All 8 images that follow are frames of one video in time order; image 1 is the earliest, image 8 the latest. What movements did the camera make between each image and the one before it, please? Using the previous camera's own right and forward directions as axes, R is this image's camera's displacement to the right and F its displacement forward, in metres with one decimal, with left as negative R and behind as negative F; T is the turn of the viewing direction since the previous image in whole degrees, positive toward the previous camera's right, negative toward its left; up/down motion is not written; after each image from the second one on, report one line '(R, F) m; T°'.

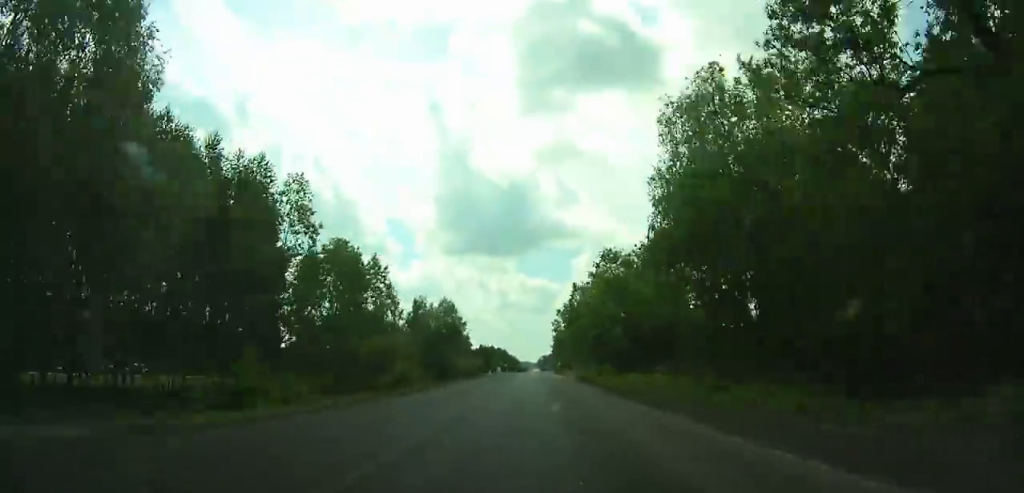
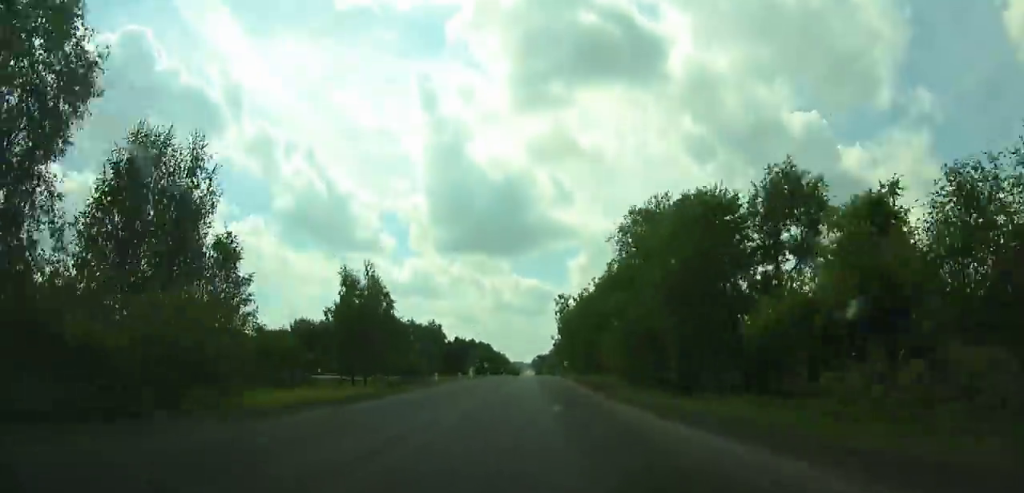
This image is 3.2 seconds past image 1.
(+0.4, +72.9) m; 0°
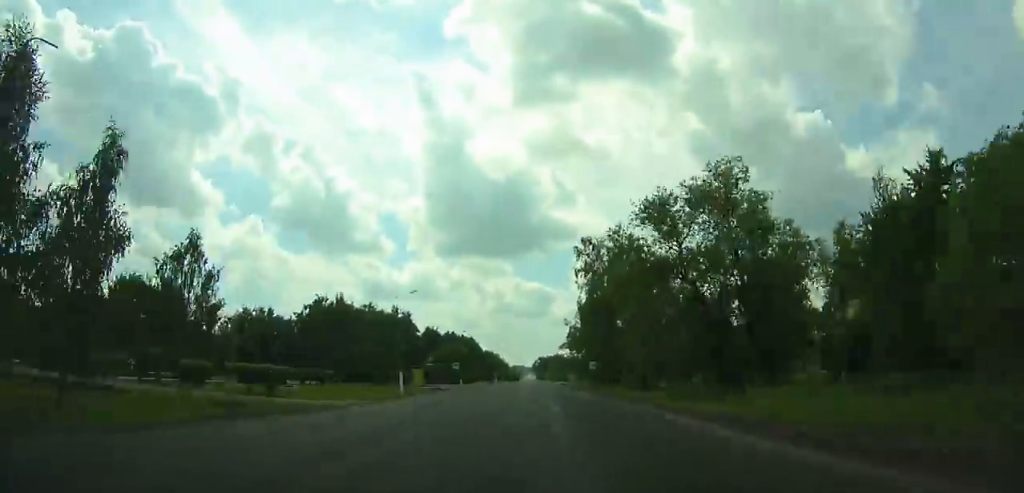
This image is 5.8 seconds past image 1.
(+0.1, +59.3) m; 0°
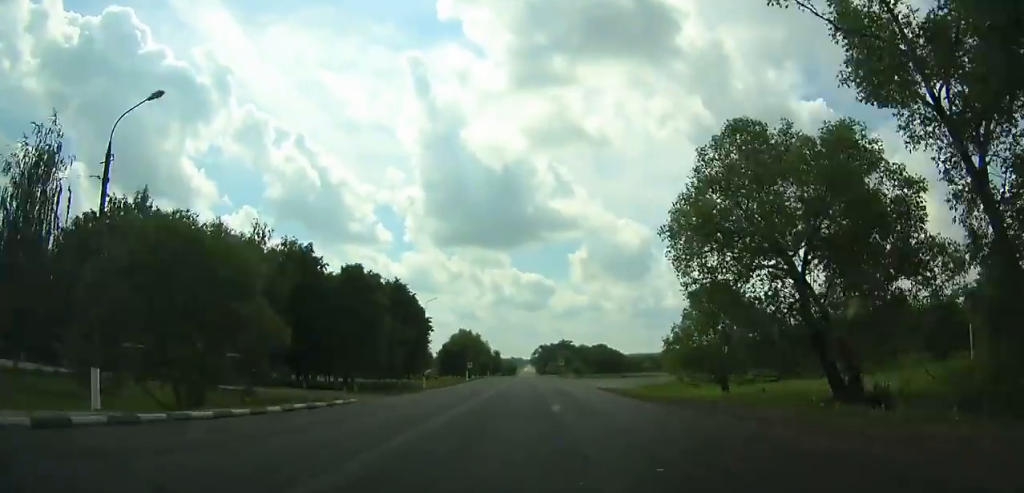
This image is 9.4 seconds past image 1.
(+0.2, +83.9) m; 0°
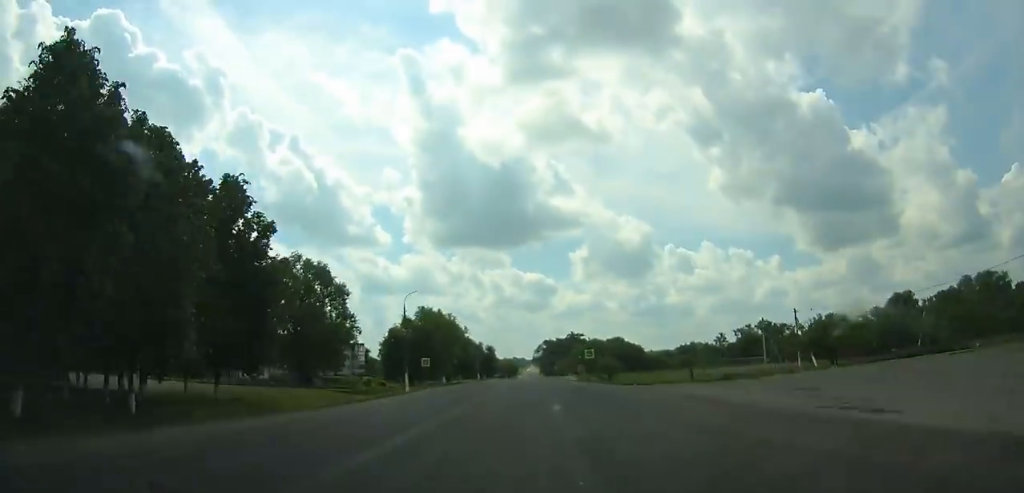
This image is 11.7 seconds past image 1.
(+0.1, +53.2) m; 0°
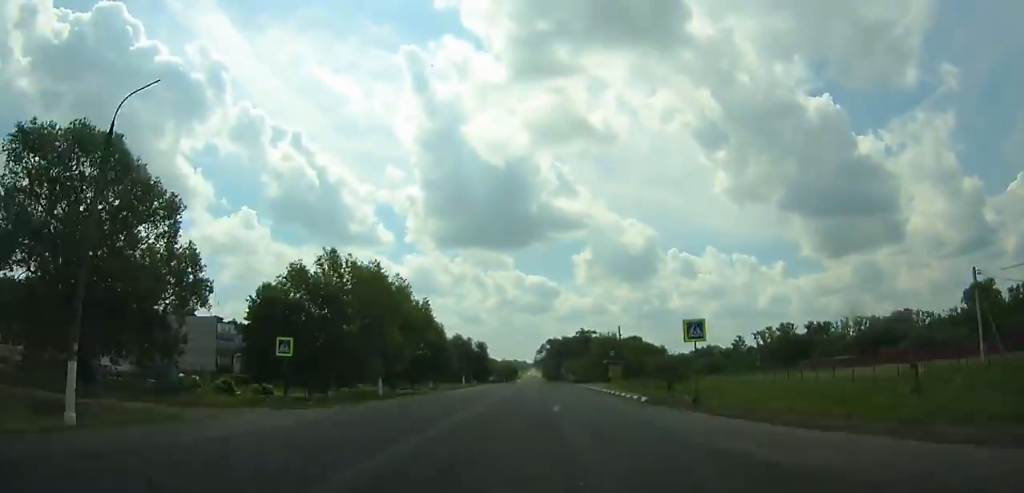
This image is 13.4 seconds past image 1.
(0.0, +39.4) m; 0°
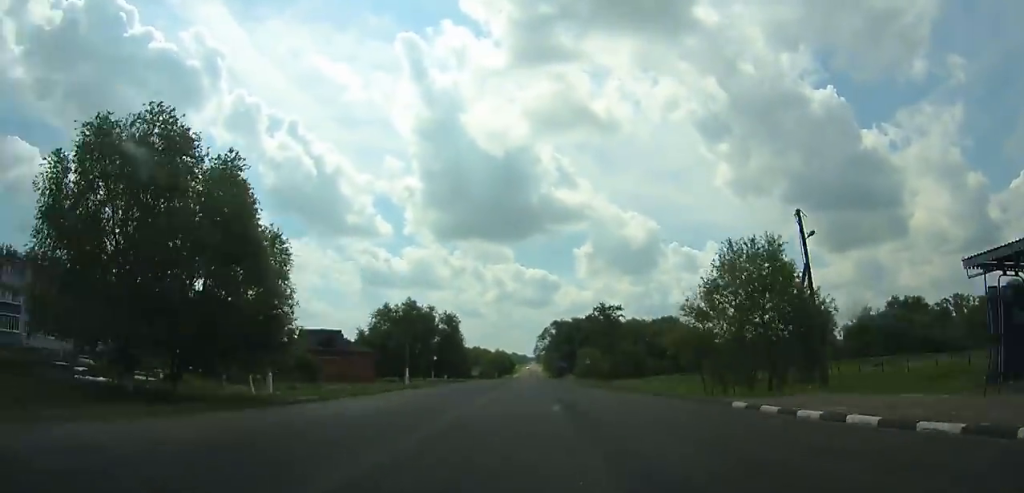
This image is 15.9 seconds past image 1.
(-0.3, +59.5) m; 0°
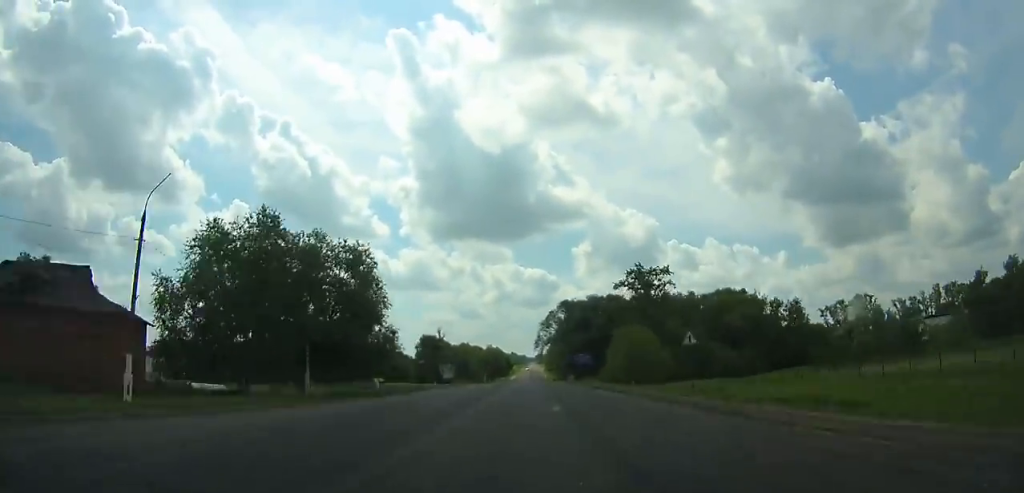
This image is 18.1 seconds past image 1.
(0.0, +54.2) m; 0°
